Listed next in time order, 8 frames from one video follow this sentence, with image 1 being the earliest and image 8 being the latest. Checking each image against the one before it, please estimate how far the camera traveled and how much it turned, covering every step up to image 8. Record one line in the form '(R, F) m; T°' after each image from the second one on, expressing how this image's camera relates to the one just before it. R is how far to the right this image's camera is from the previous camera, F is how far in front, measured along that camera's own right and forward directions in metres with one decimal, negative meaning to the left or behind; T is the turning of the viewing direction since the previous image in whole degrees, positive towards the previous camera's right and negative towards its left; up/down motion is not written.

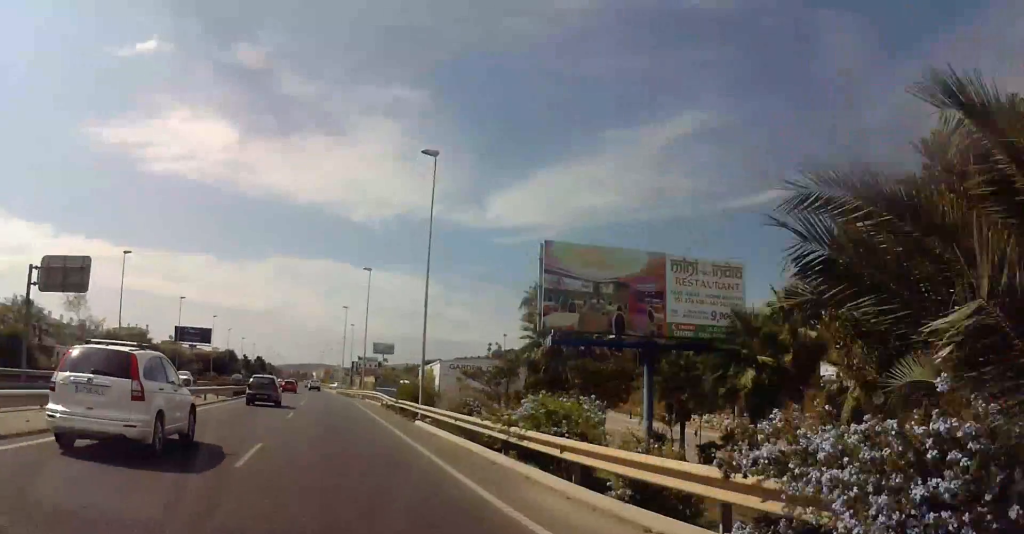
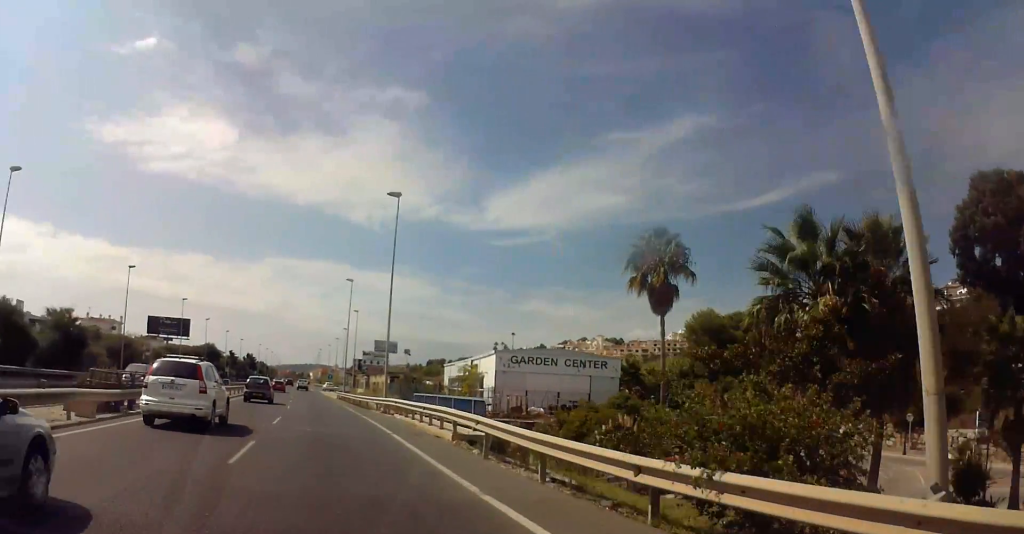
(+0.2, +26.7) m; -1°
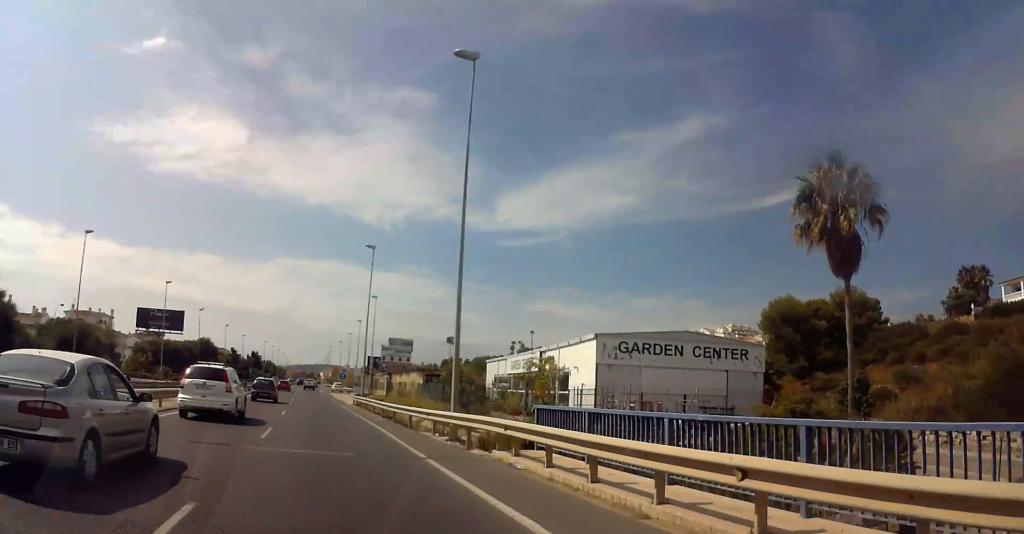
(-0.3, +17.5) m; -1°
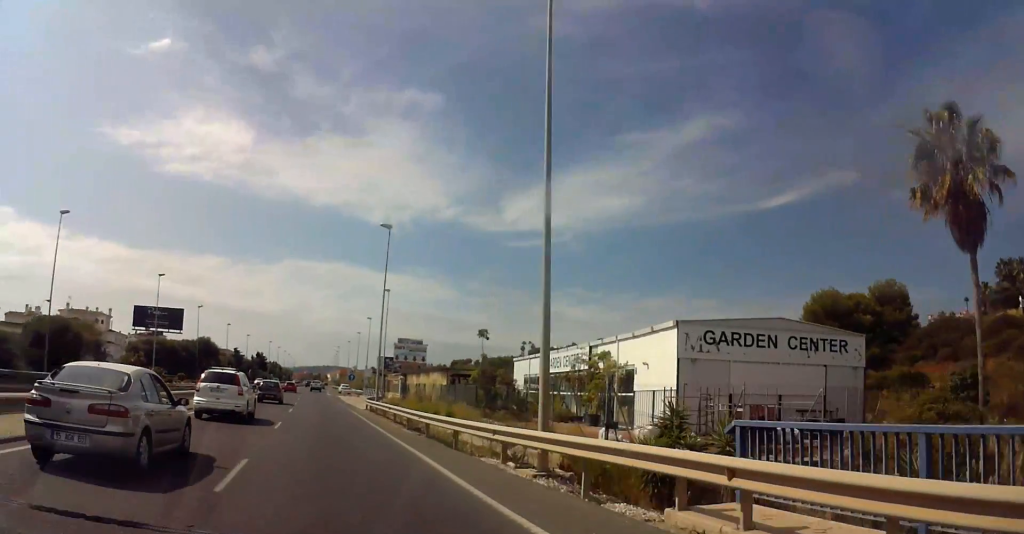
(-0.1, +7.6) m; 0°
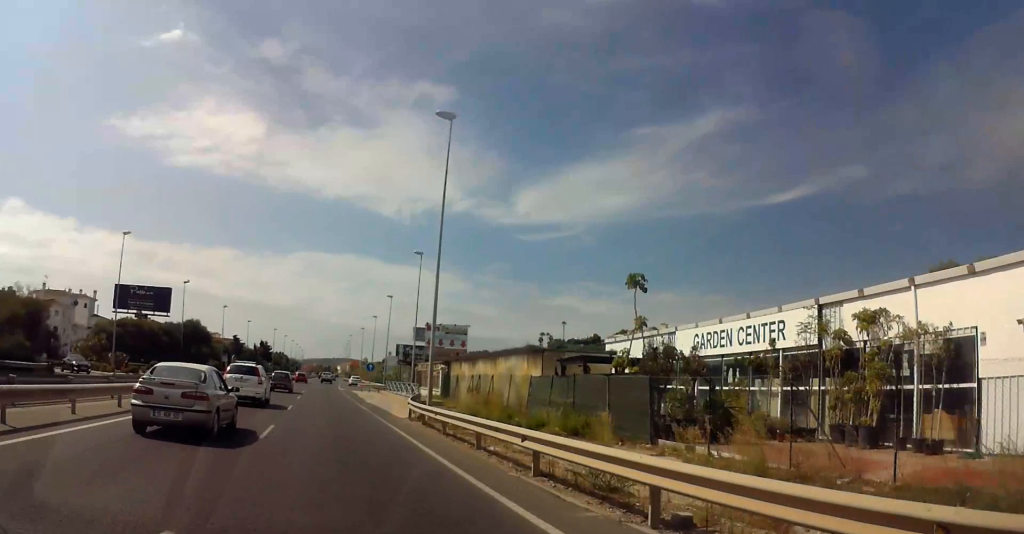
(+0.2, +18.0) m; 0°
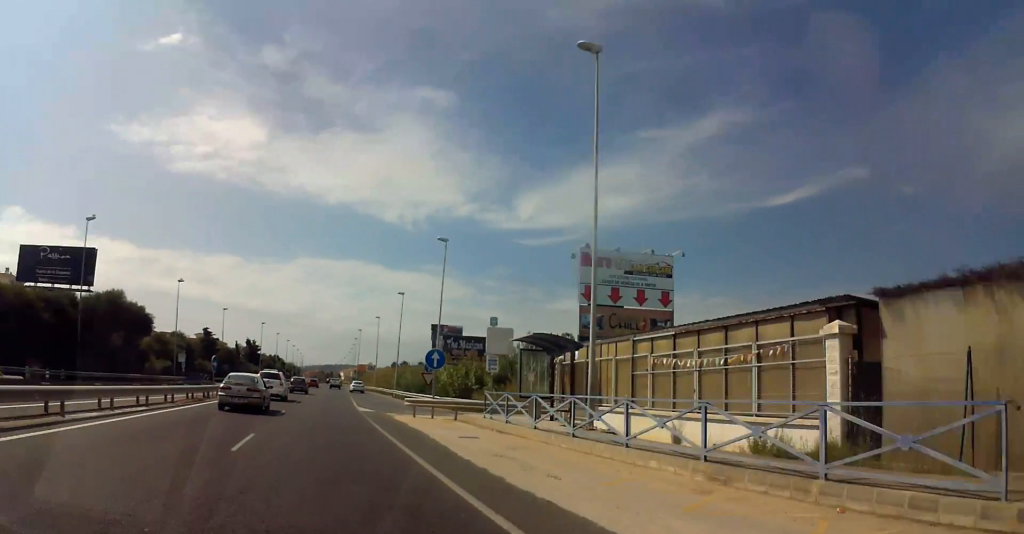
(-0.4, +39.9) m; -1°
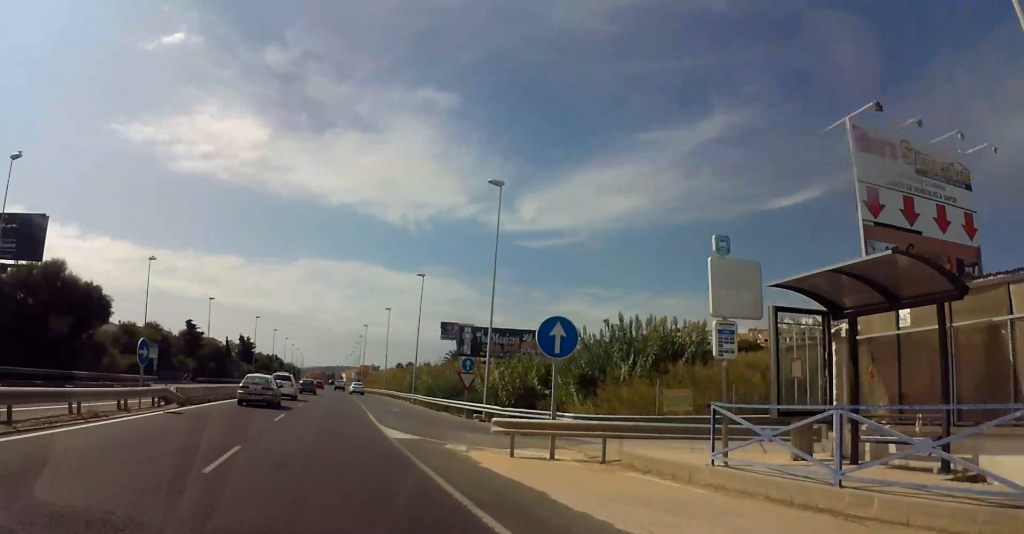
(0.0, +15.7) m; 0°
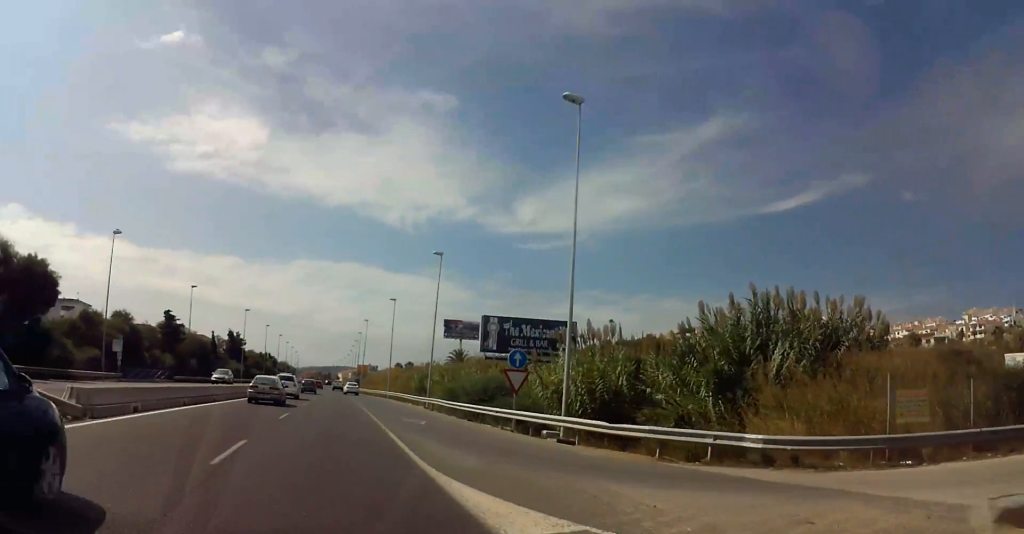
(0.0, +12.2) m; +1°
